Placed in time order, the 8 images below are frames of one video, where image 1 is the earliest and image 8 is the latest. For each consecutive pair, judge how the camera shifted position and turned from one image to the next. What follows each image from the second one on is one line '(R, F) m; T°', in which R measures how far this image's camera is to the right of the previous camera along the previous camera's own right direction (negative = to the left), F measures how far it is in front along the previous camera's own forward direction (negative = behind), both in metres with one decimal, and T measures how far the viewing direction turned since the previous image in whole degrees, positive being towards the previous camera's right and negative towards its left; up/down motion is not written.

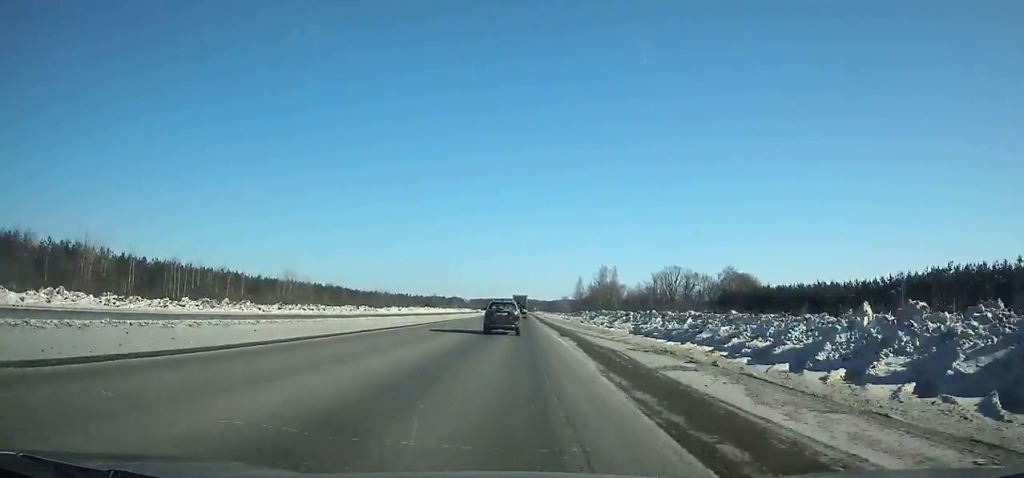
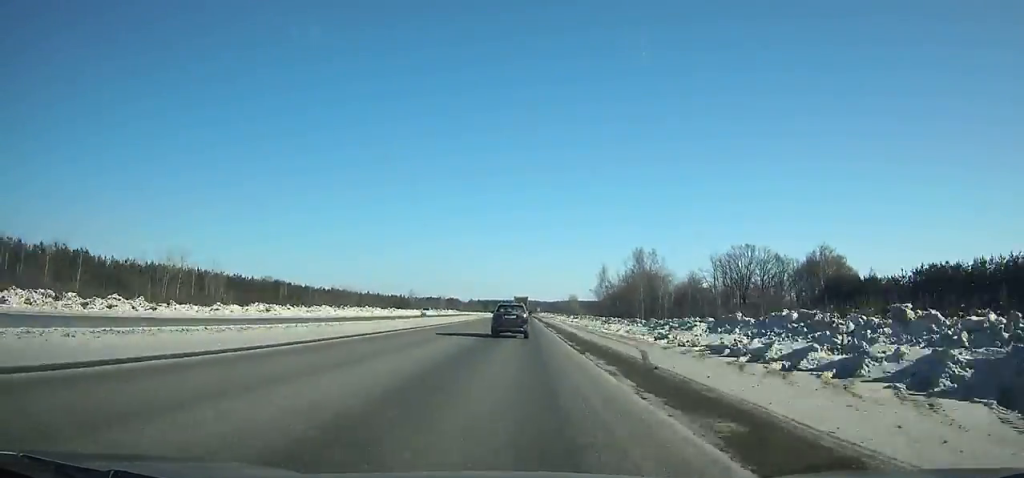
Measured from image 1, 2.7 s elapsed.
(0.0, +64.9) m; 0°
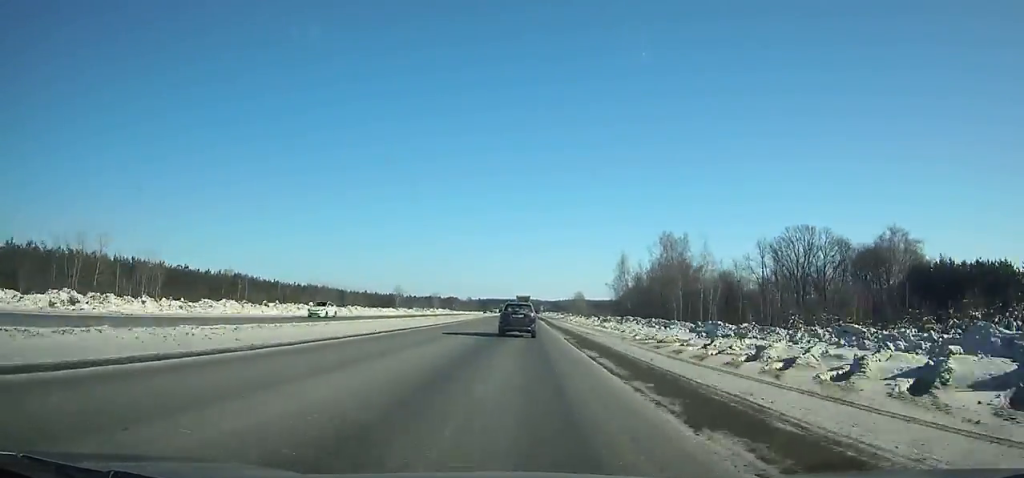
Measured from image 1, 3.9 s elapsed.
(0.0, +28.7) m; 0°
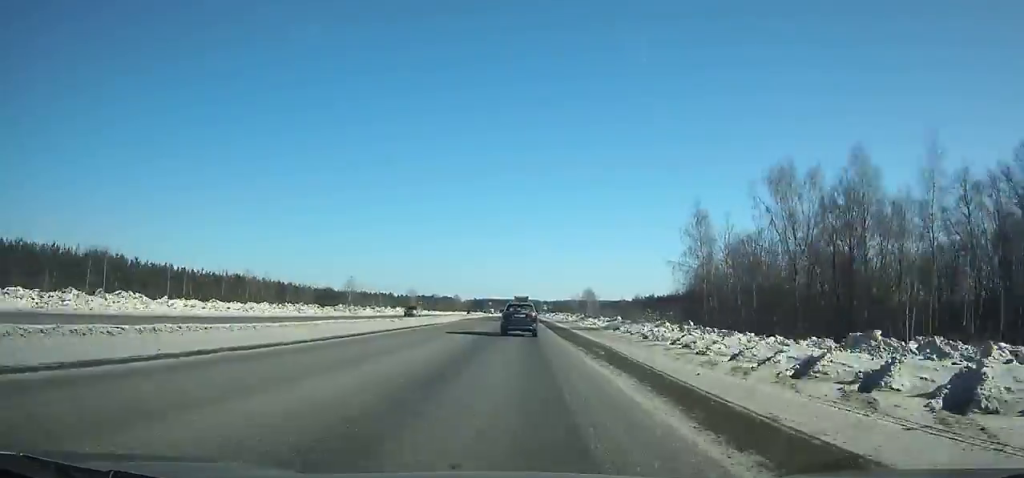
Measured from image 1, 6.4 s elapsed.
(+0.1, +58.8) m; 0°
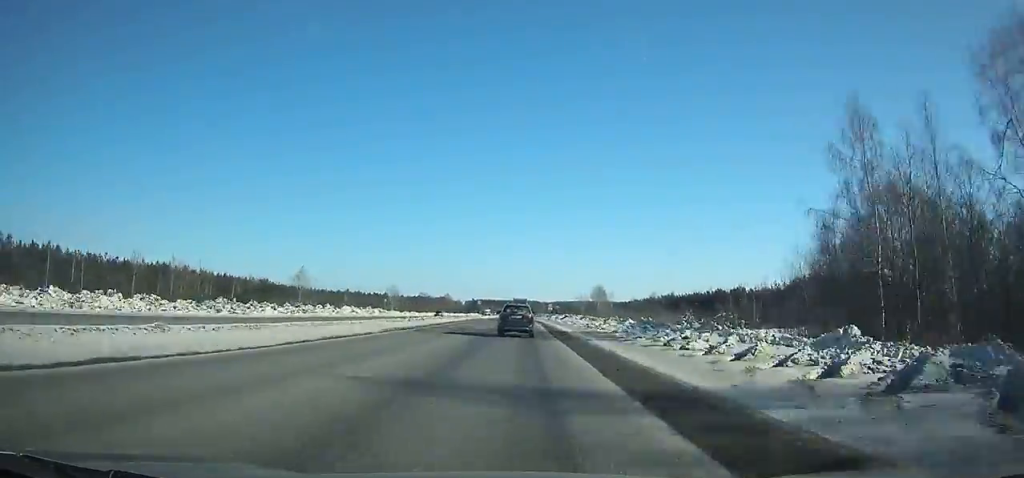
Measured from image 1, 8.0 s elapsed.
(0.0, +37.3) m; 0°
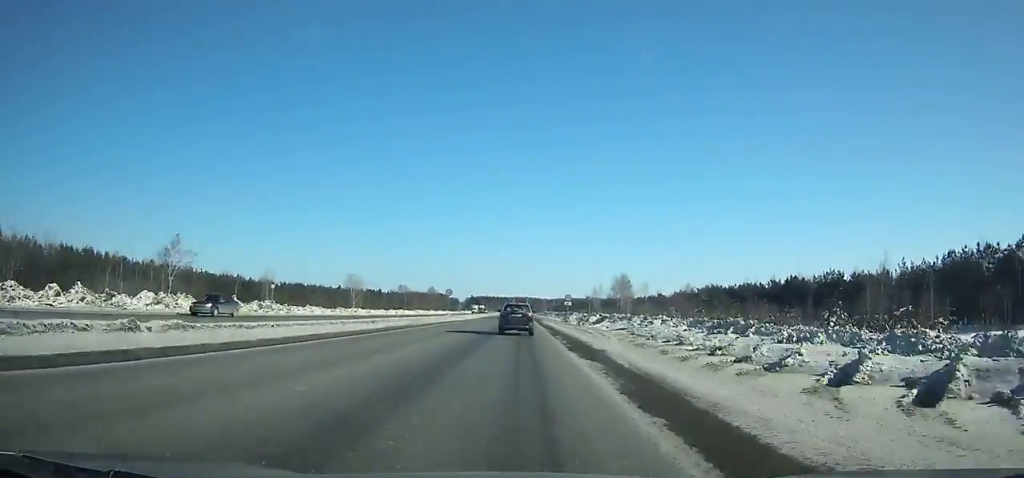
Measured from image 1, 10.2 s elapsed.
(0.0, +51.1) m; 0°
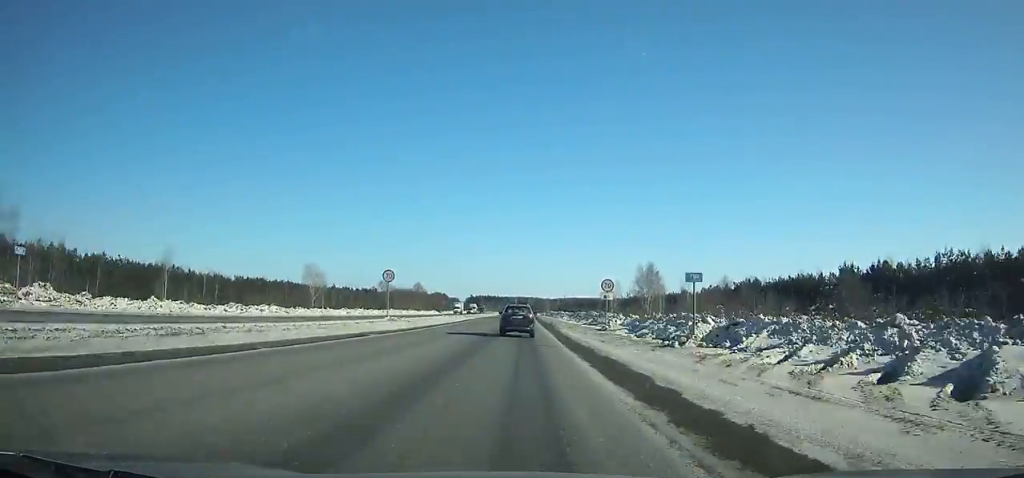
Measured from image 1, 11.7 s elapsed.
(-0.1, +34.7) m; 0°
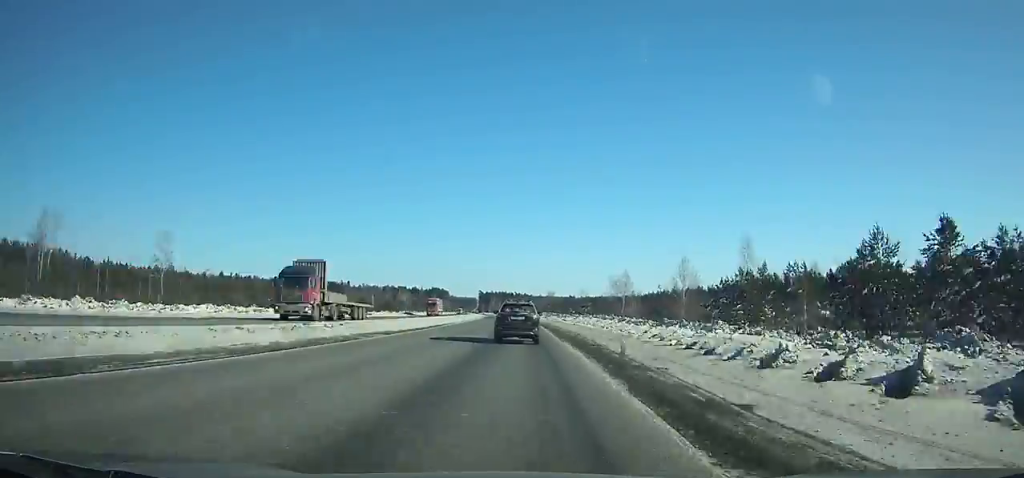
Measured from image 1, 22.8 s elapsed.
(-3.2, +258.7) m; -2°
